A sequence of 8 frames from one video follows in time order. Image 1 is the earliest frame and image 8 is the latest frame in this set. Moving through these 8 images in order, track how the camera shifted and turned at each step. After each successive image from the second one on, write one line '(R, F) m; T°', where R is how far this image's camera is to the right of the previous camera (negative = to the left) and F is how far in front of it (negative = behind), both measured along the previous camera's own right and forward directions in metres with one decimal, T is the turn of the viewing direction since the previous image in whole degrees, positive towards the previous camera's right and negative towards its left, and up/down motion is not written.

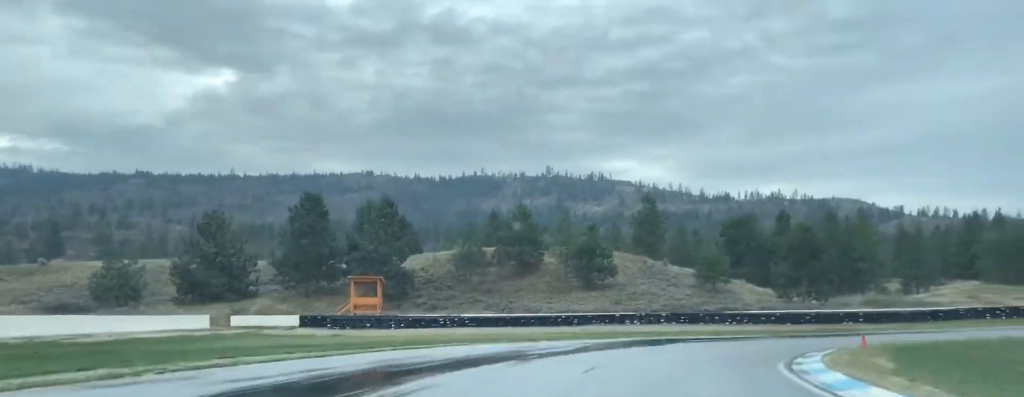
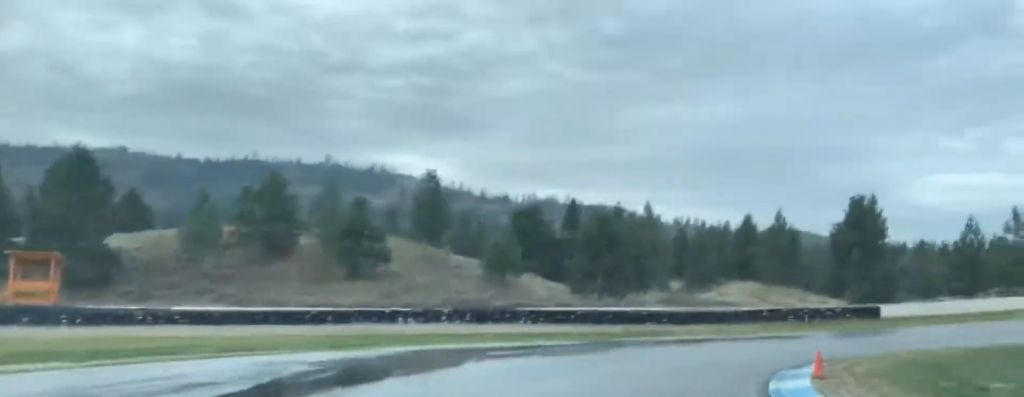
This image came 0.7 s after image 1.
(+0.6, +15.1) m; +13°
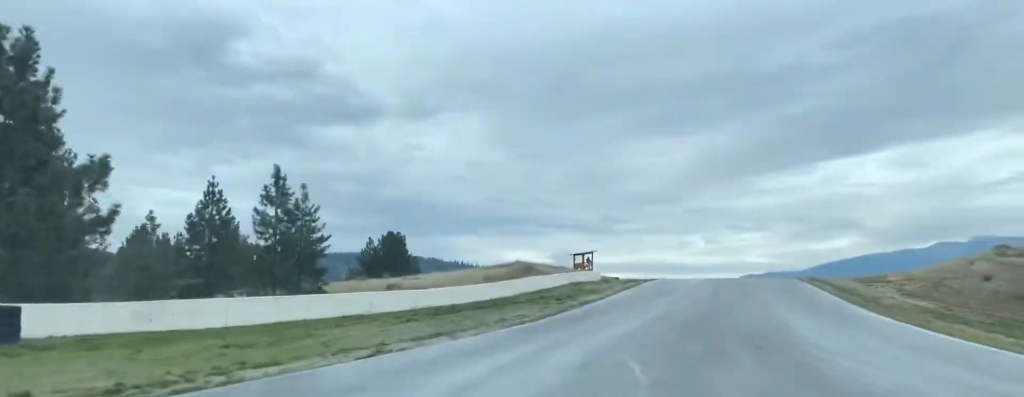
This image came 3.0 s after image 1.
(+20.5, +41.9) m; +47°
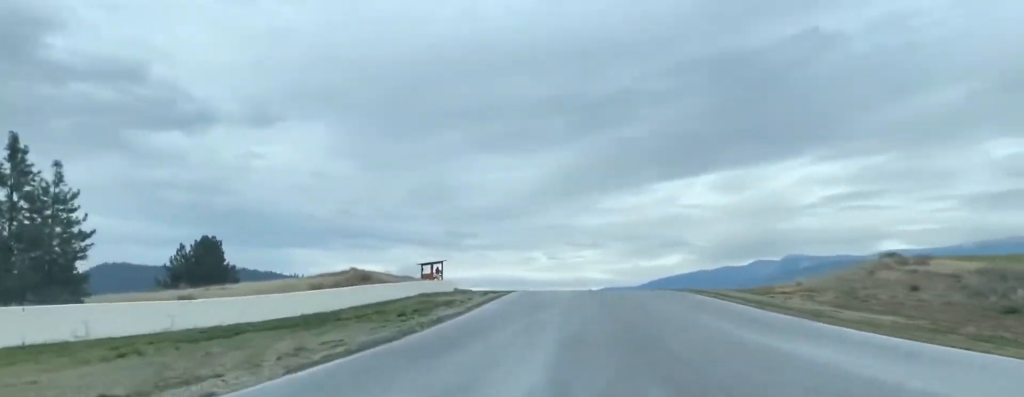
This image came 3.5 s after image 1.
(+1.1, +12.4) m; +8°
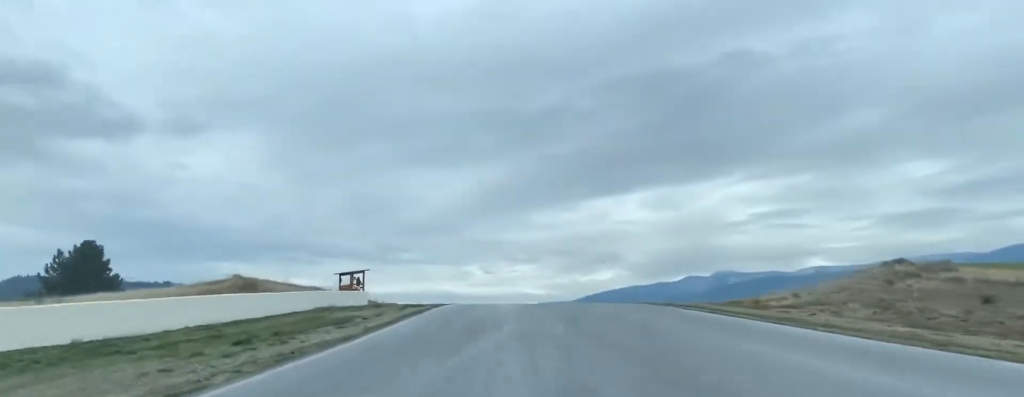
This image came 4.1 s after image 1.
(+0.9, +11.7) m; +5°
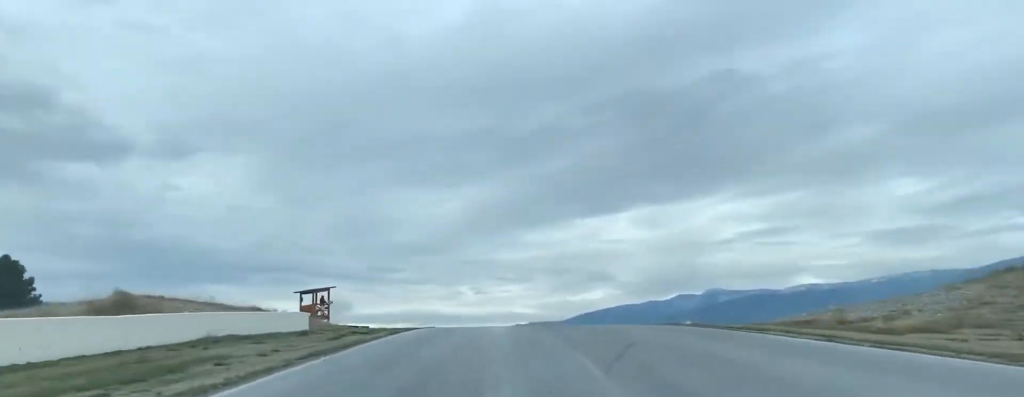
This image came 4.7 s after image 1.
(+0.5, +13.0) m; +4°
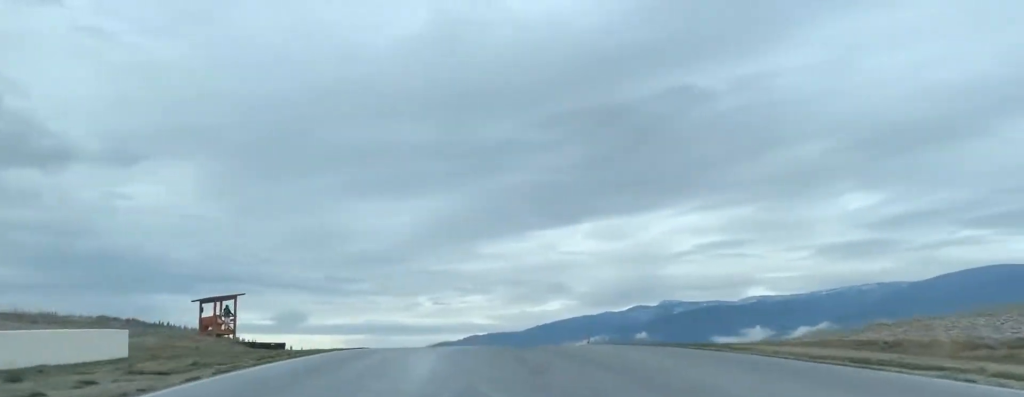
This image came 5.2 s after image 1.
(+0.4, +12.7) m; +2°
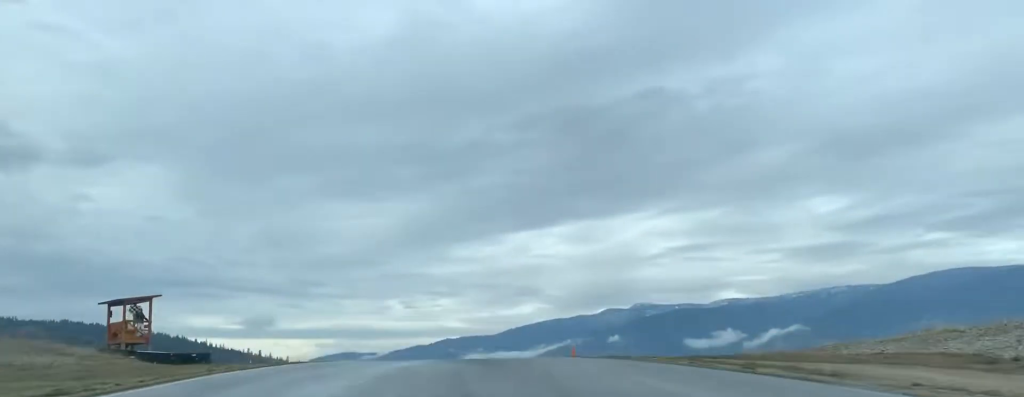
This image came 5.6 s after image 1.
(-0.1, +8.7) m; +2°
